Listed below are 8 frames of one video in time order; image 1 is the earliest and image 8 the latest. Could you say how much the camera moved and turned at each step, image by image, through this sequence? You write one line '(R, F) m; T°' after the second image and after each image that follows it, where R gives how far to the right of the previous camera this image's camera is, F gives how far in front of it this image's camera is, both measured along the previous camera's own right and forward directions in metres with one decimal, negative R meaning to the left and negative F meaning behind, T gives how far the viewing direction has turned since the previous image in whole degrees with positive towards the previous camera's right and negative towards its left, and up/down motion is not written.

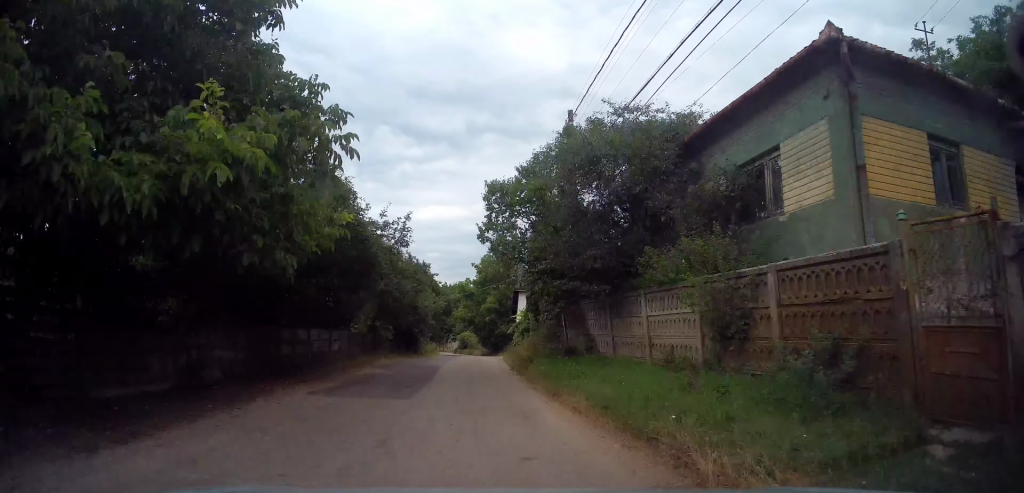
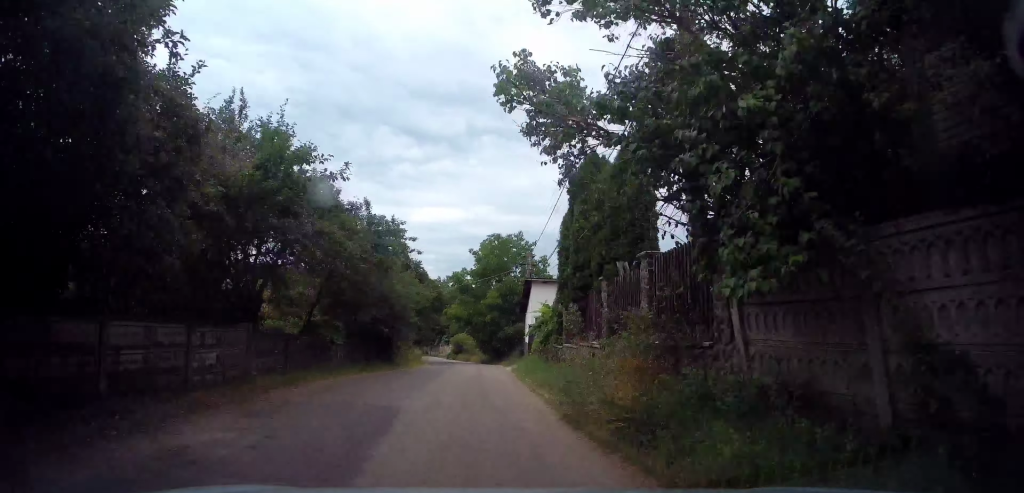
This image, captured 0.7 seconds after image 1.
(-0.3, +10.3) m; 0°
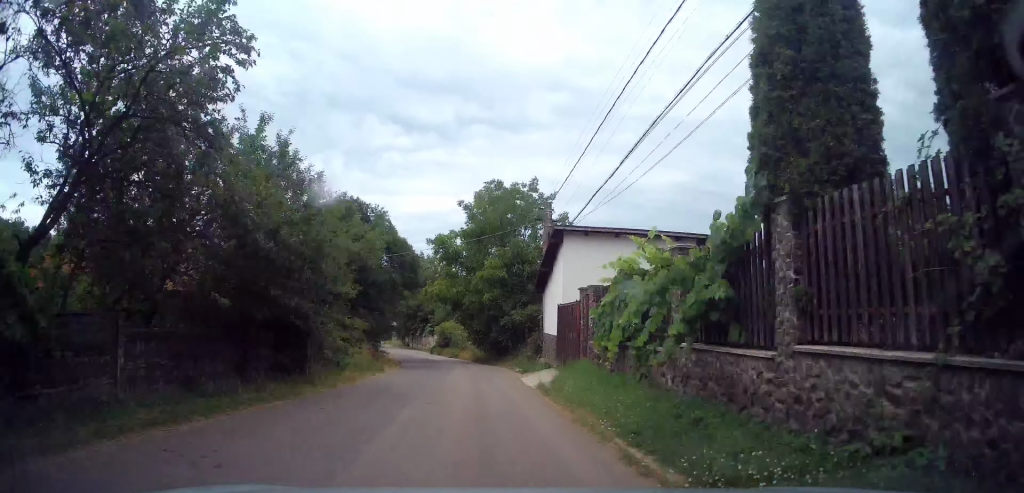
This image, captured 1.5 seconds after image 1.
(0.0, +13.1) m; 0°
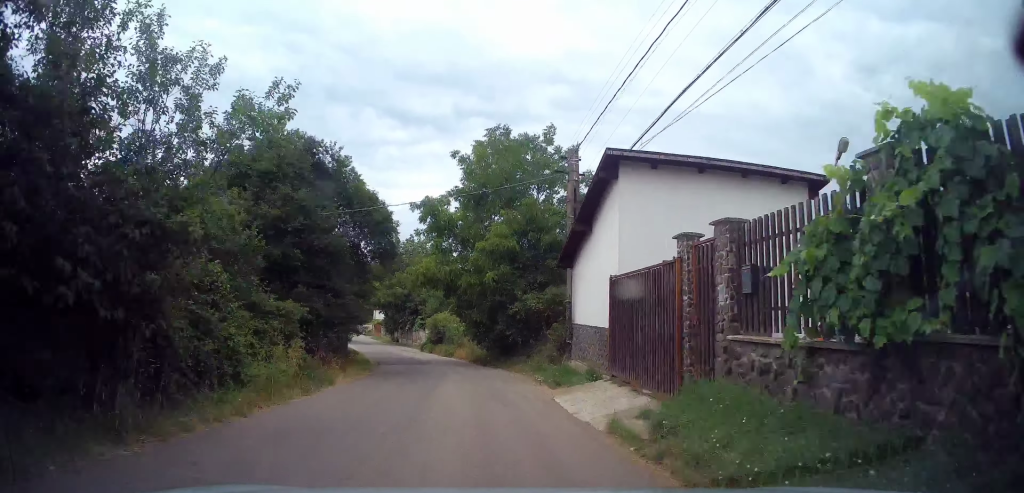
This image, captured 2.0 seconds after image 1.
(+0.3, +7.5) m; 0°
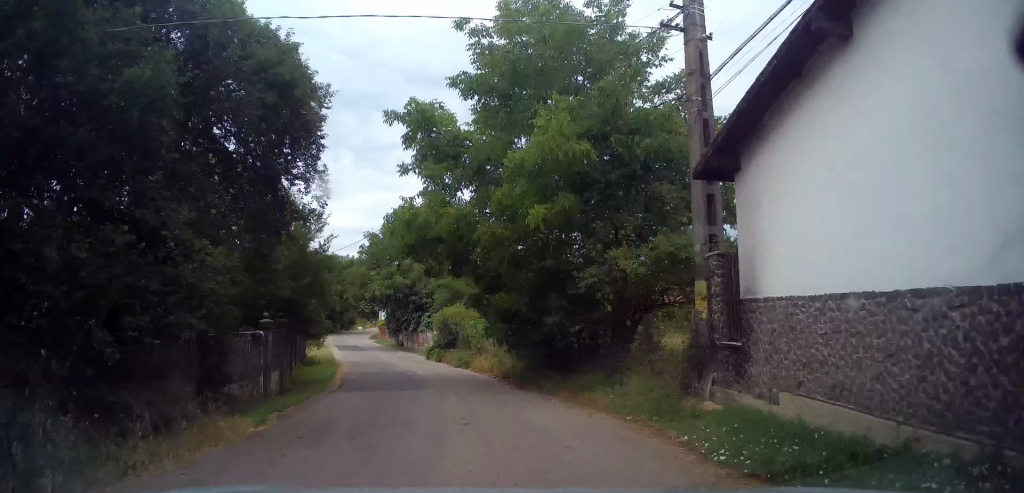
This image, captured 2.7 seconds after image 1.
(-0.4, +10.5) m; -3°
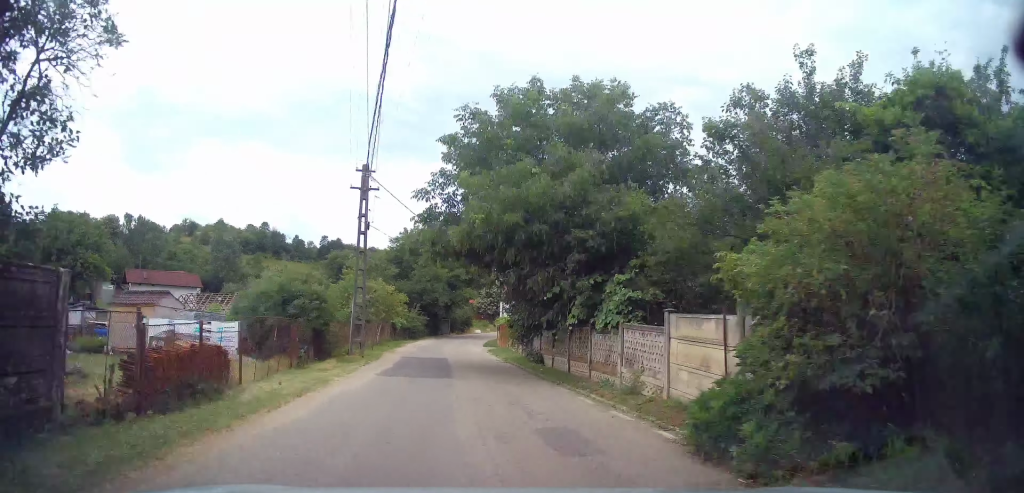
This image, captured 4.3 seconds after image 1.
(-1.6, +23.9) m; -8°
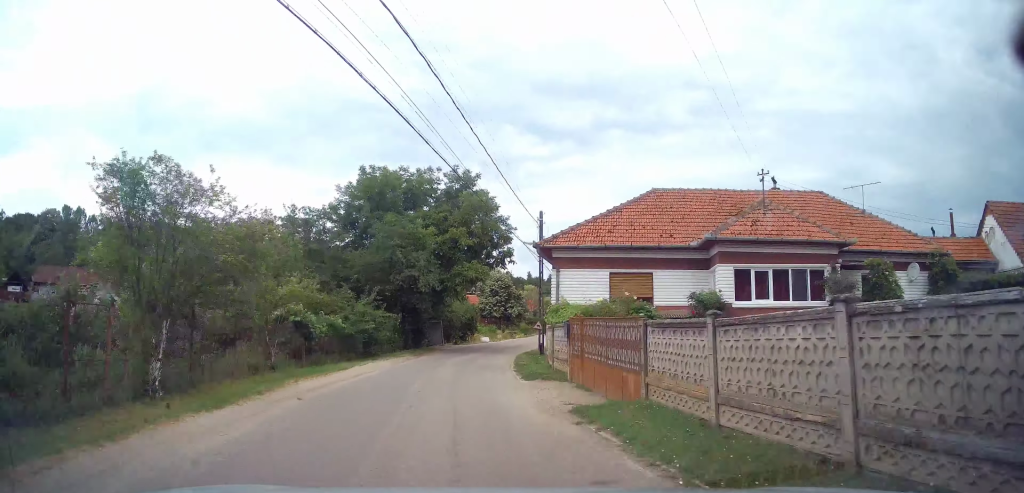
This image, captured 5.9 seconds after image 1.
(-1.3, +25.4) m; -1°
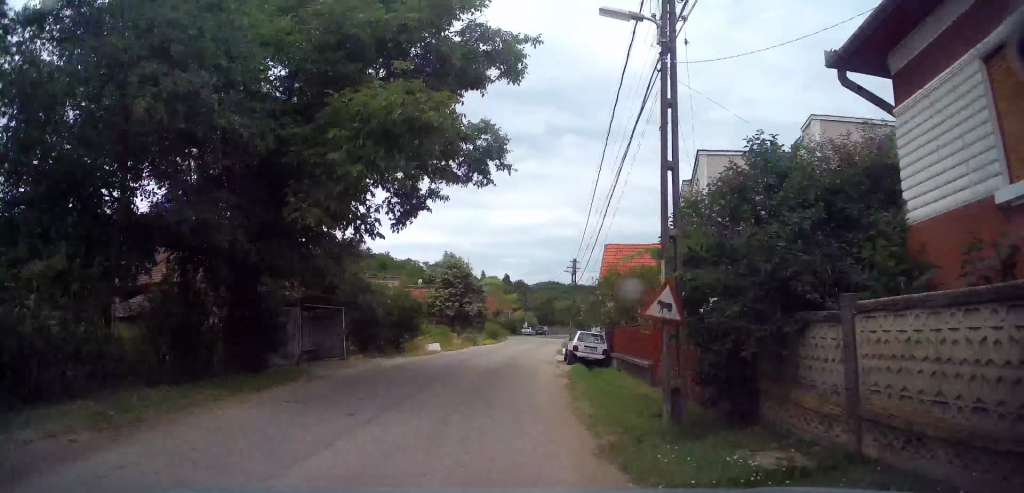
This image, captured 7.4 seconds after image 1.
(+1.1, +22.7) m; +7°
